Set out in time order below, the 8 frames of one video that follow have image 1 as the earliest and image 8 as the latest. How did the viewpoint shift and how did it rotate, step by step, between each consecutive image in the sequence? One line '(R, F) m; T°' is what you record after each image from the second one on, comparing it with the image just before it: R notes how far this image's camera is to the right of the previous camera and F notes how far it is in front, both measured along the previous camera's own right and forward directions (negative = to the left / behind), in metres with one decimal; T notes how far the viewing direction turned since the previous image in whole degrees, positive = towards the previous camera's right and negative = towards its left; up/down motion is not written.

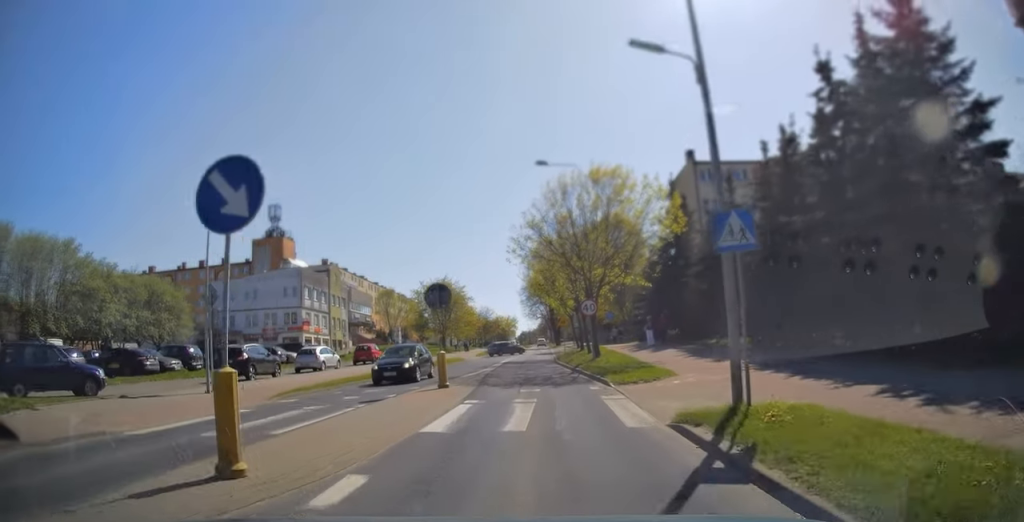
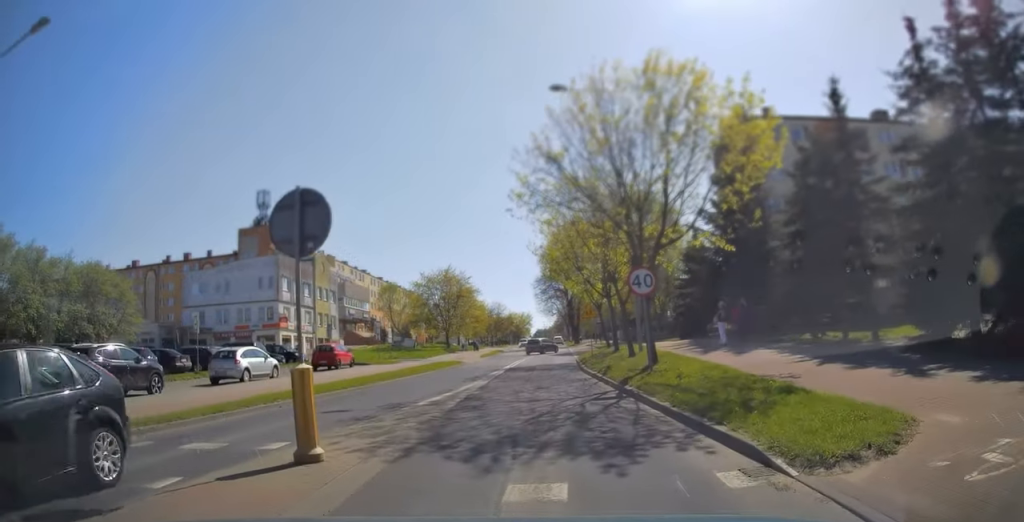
(-0.2, +11.1) m; -1°
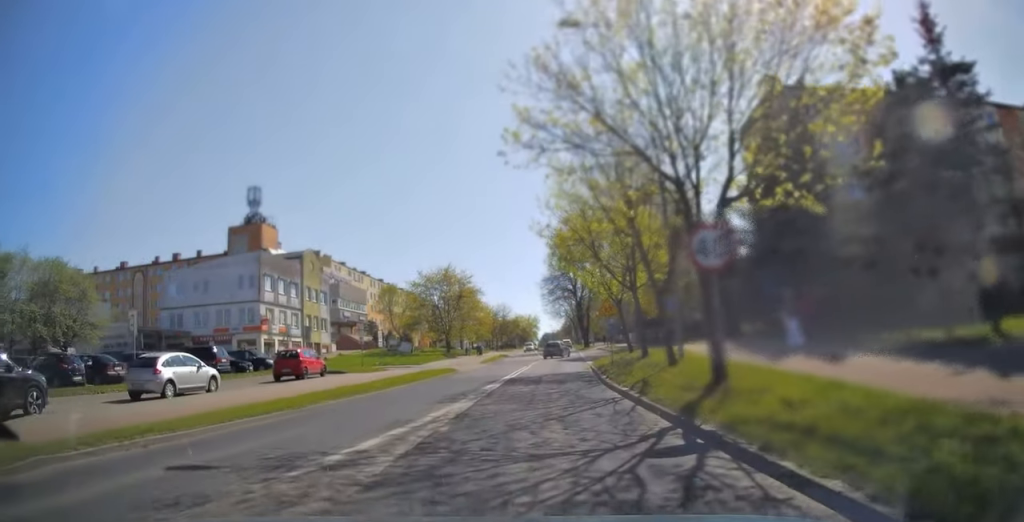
(+0.1, +5.9) m; +1°
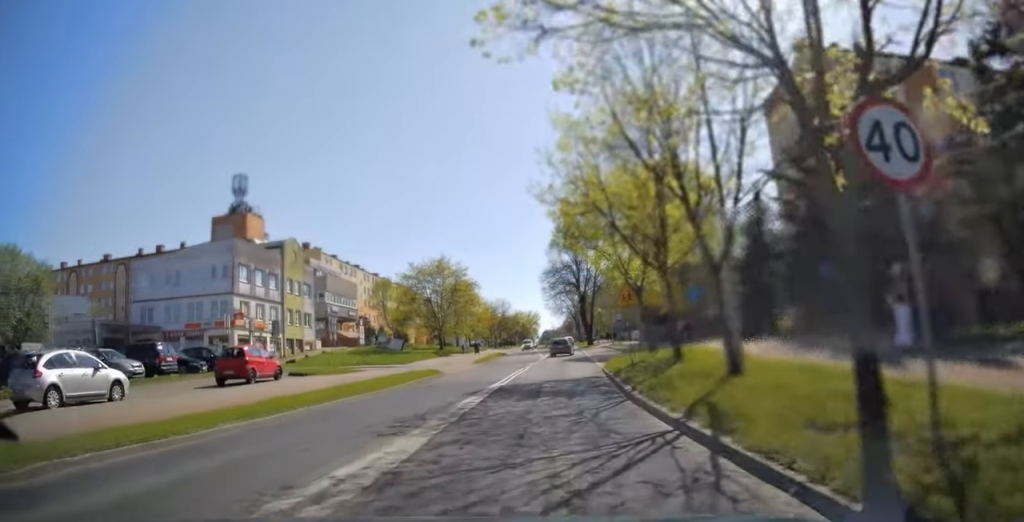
(0.0, +5.5) m; 0°
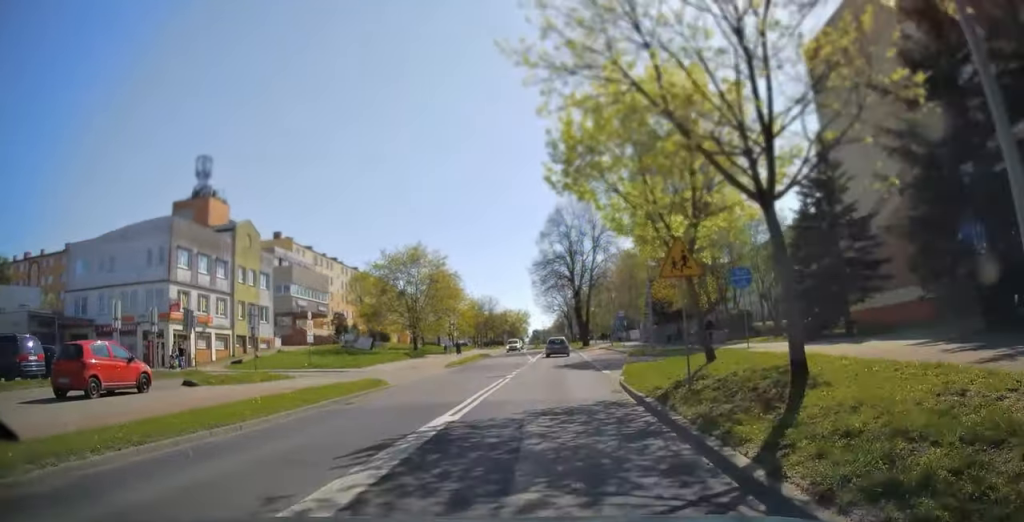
(0.0, +8.7) m; +1°
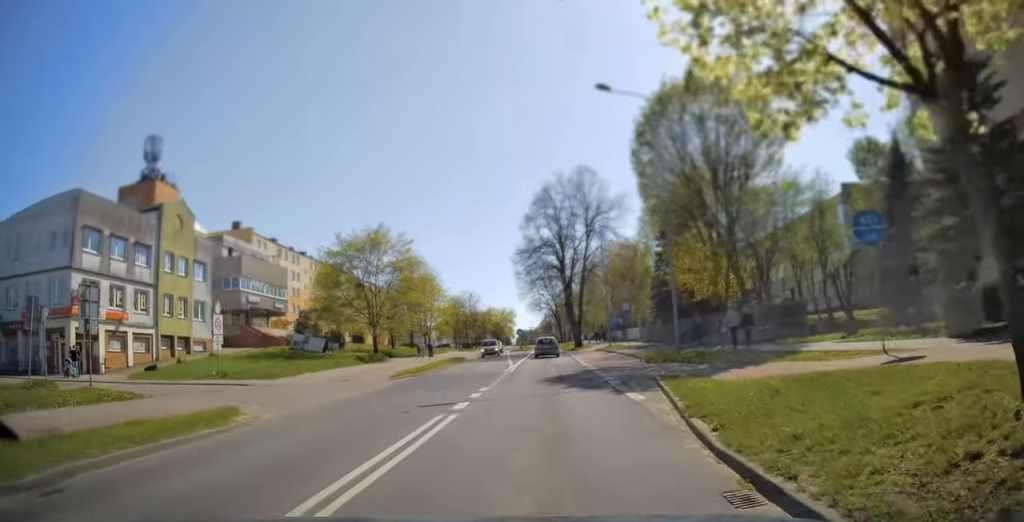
(0.0, +9.9) m; 0°
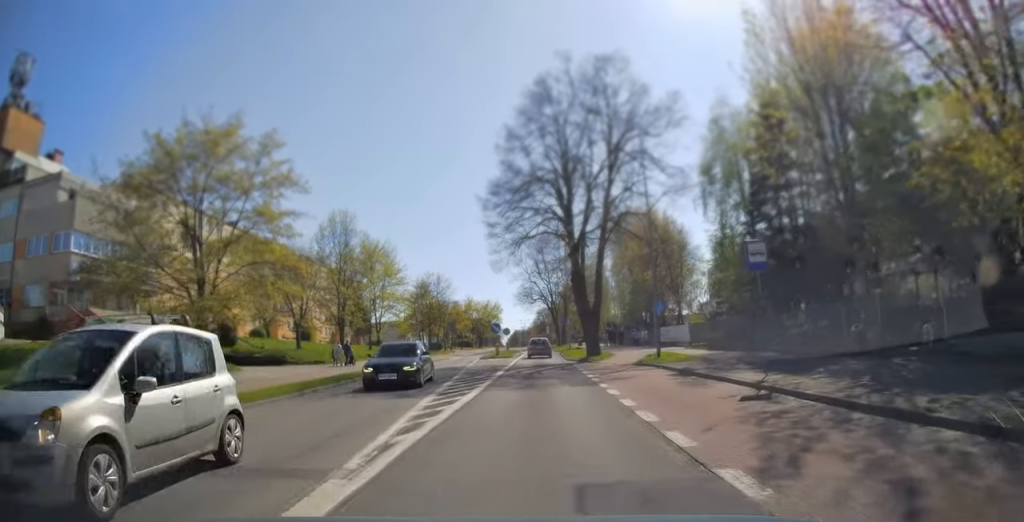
(+0.1, +25.6) m; 0°
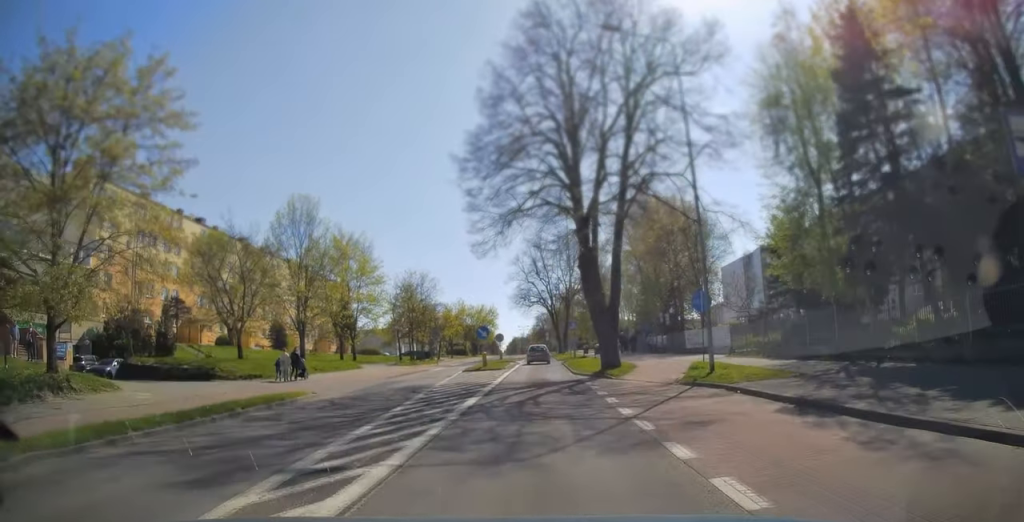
(-0.1, +9.3) m; -1°
